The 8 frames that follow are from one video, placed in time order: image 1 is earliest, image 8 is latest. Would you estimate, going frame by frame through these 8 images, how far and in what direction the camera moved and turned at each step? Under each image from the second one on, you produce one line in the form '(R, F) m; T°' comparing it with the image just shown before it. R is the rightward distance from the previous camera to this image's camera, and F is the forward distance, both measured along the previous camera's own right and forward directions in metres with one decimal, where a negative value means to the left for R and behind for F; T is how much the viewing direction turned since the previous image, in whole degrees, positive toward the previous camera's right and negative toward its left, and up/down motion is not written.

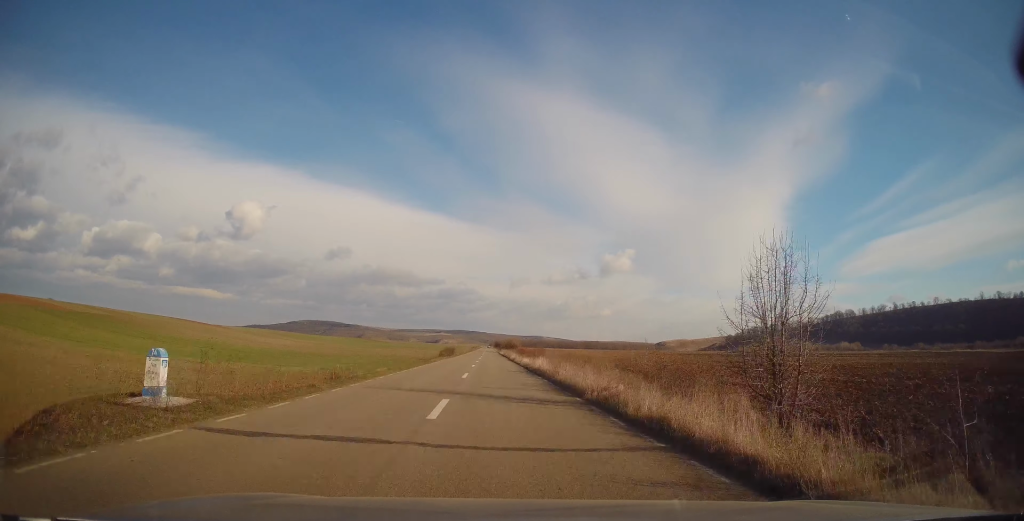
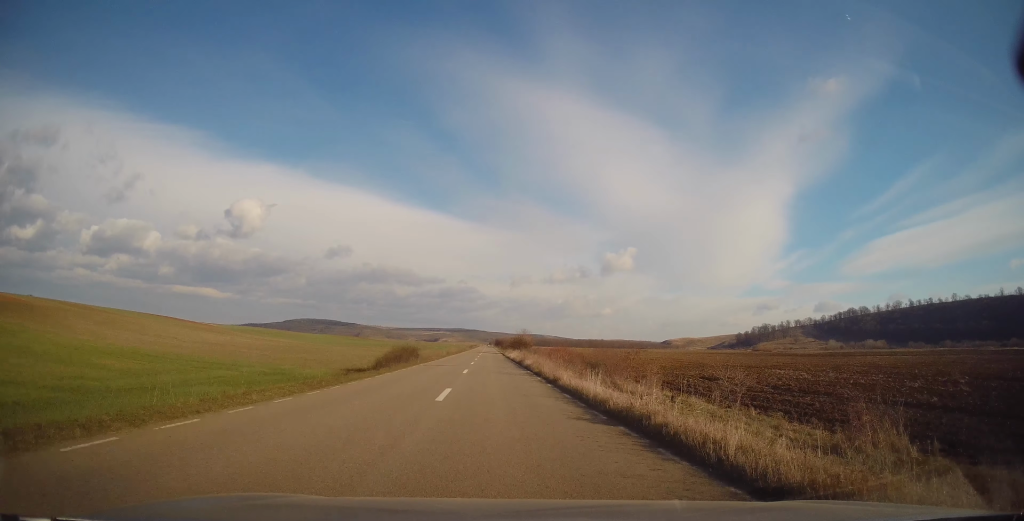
(0.0, +44.7) m; 0°
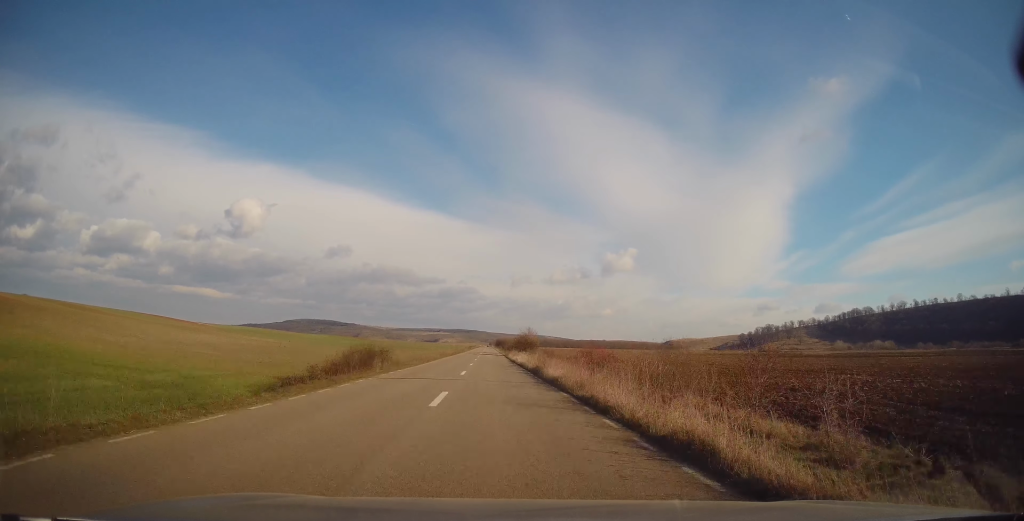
(0.0, +13.0) m; 0°
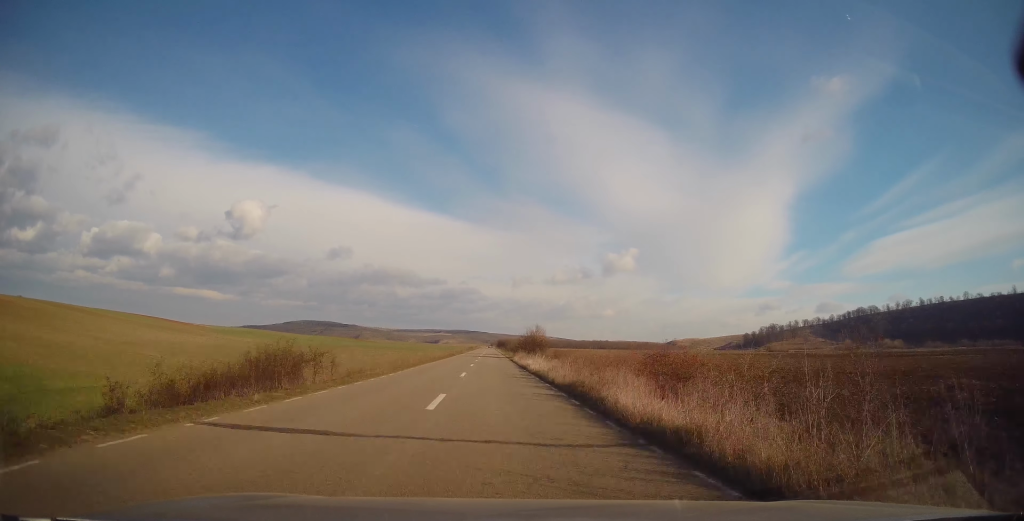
(0.0, +12.9) m; 0°
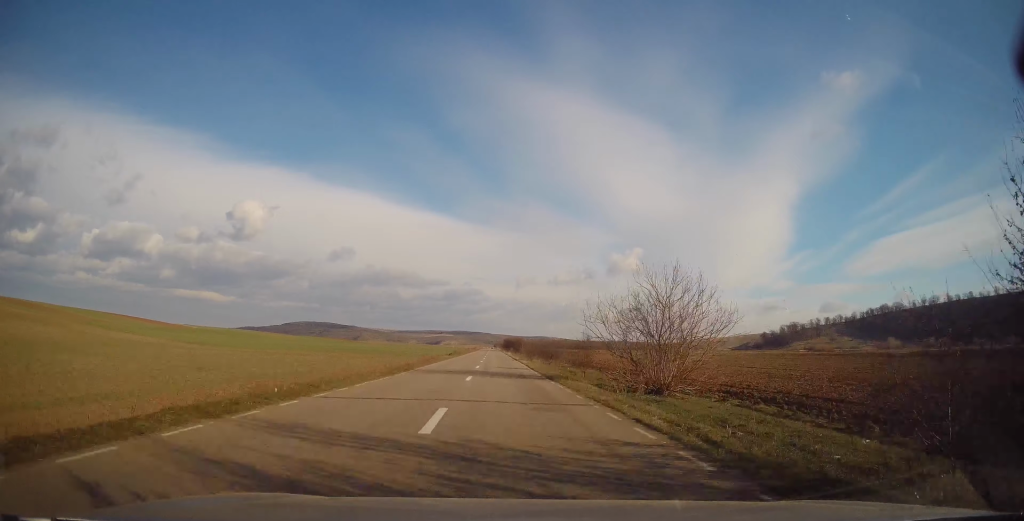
(0.0, +62.6) m; 0°
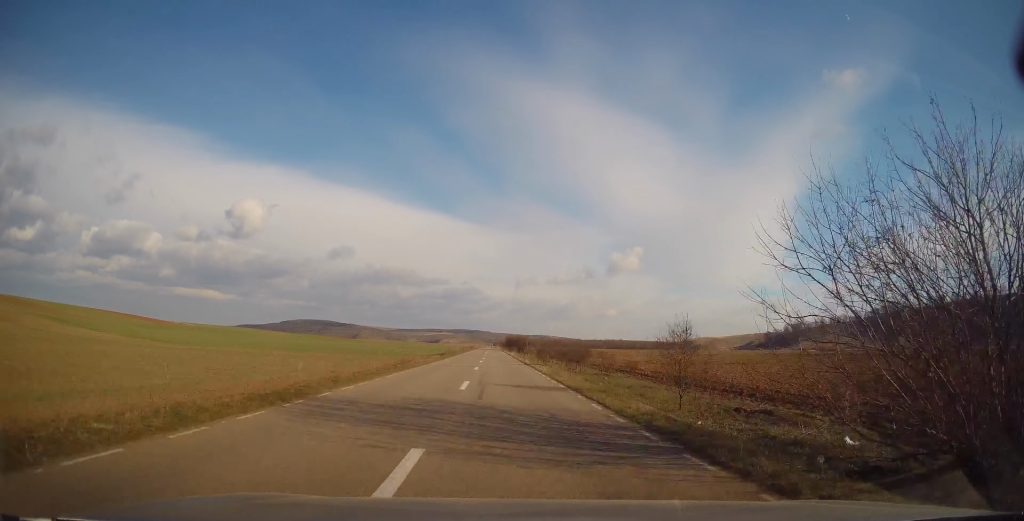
(0.0, +15.7) m; -1°
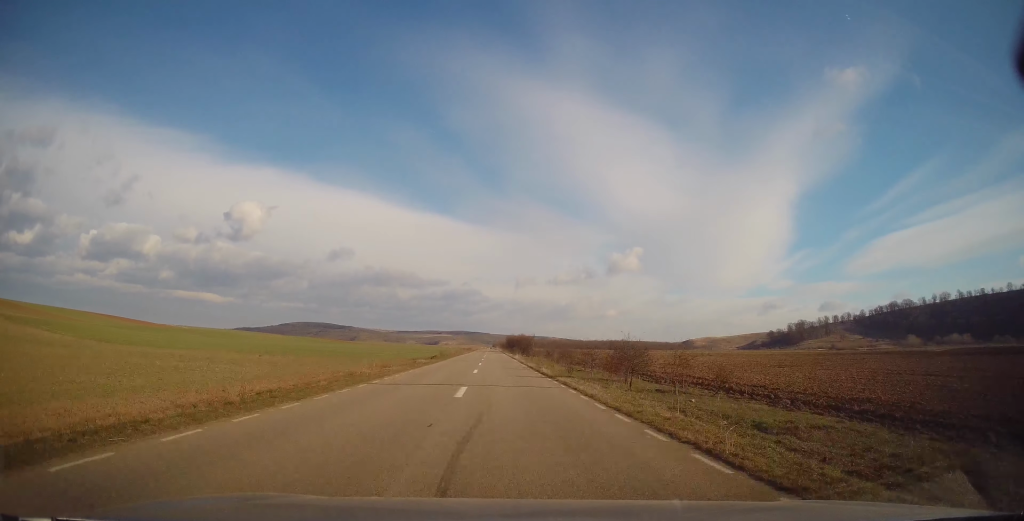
(+0.1, +13.8) m; -1°
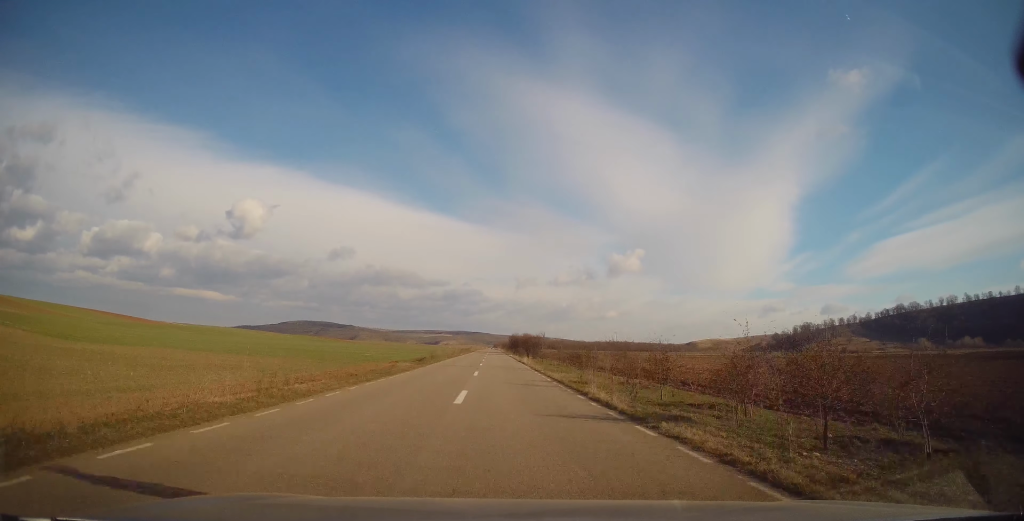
(-0.2, +13.7) m; 0°
